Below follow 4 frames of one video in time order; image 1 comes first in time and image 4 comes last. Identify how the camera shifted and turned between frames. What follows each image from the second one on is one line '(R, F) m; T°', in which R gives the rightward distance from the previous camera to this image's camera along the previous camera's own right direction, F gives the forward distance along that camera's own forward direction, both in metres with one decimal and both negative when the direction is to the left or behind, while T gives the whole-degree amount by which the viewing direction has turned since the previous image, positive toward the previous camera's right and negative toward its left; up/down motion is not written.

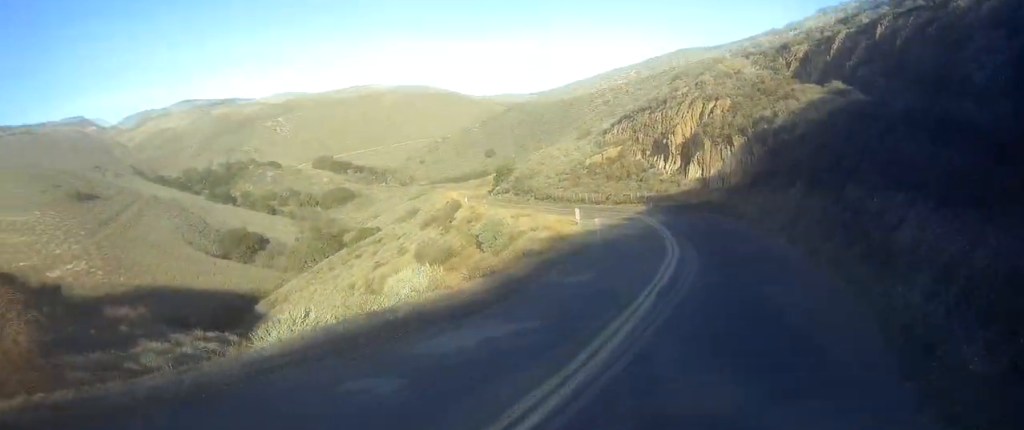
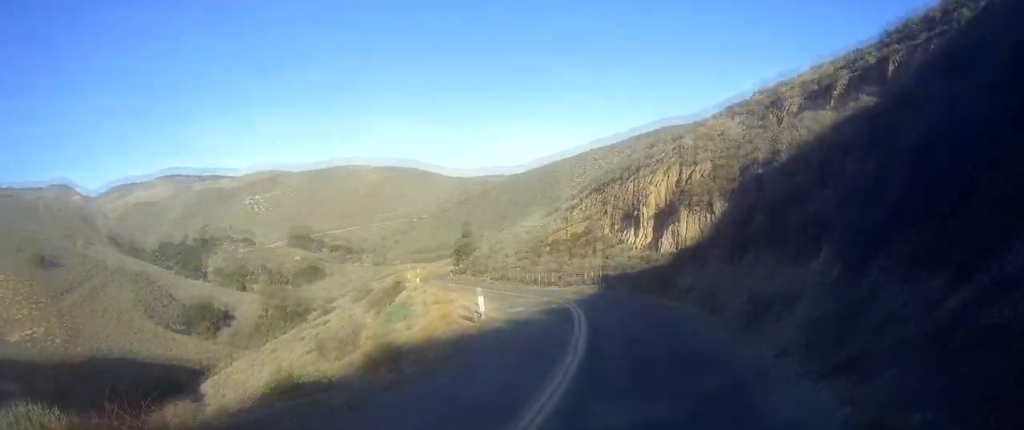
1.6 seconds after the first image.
(-1.1, +13.4) m; -6°
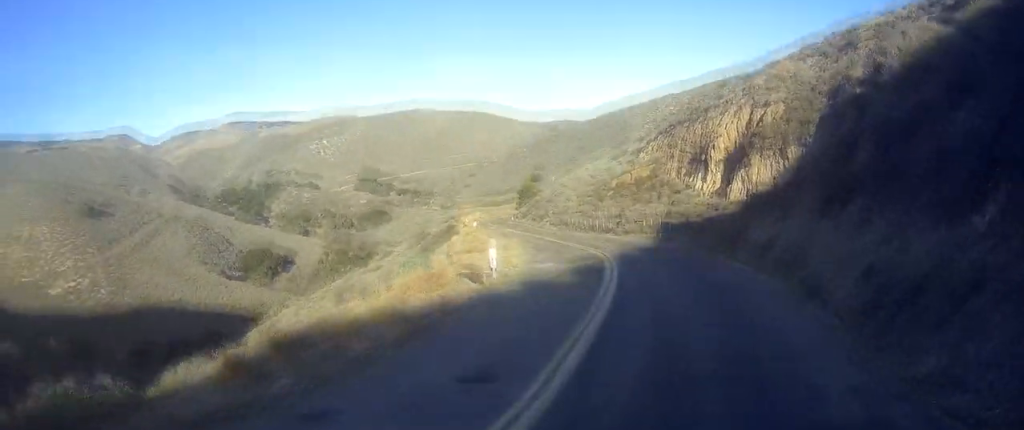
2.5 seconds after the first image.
(0.0, +7.0) m; -3°
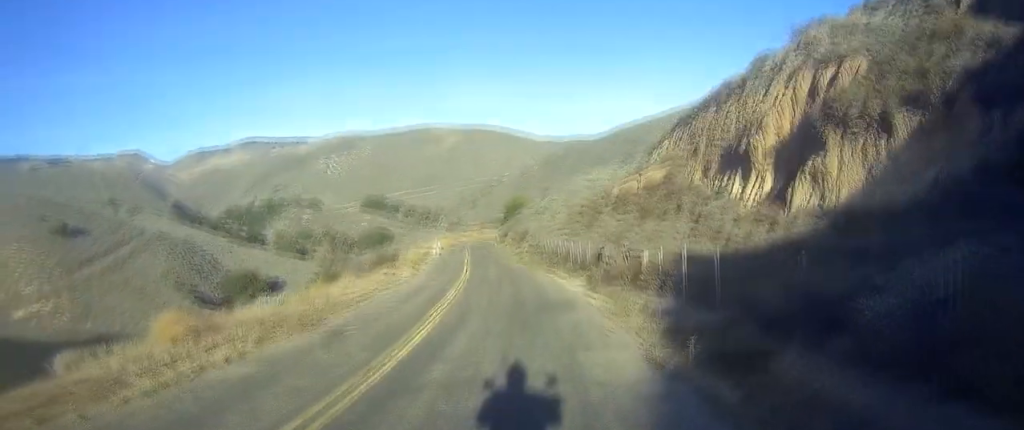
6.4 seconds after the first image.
(-2.0, +27.4) m; -12°
